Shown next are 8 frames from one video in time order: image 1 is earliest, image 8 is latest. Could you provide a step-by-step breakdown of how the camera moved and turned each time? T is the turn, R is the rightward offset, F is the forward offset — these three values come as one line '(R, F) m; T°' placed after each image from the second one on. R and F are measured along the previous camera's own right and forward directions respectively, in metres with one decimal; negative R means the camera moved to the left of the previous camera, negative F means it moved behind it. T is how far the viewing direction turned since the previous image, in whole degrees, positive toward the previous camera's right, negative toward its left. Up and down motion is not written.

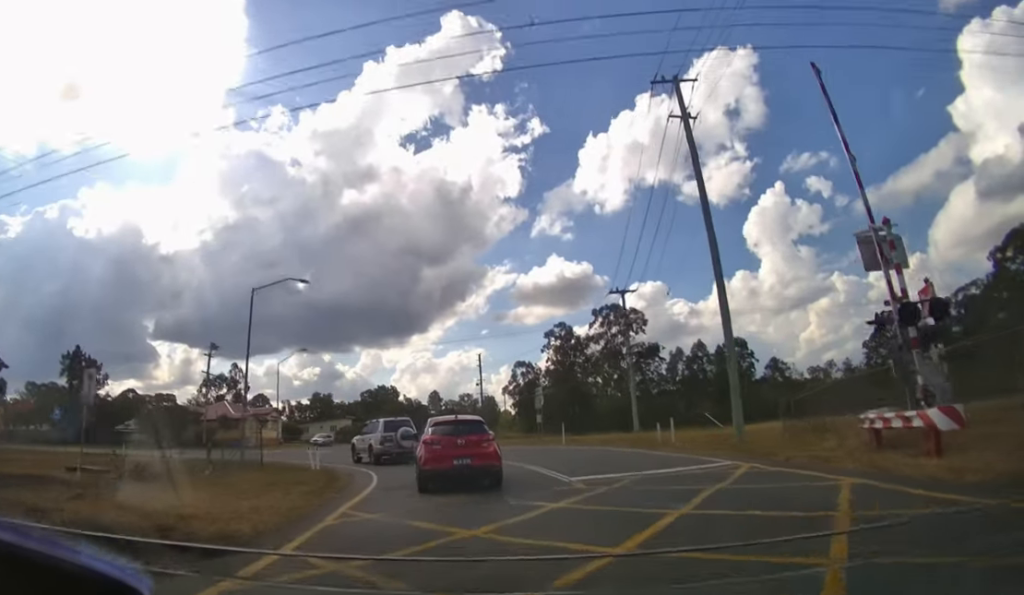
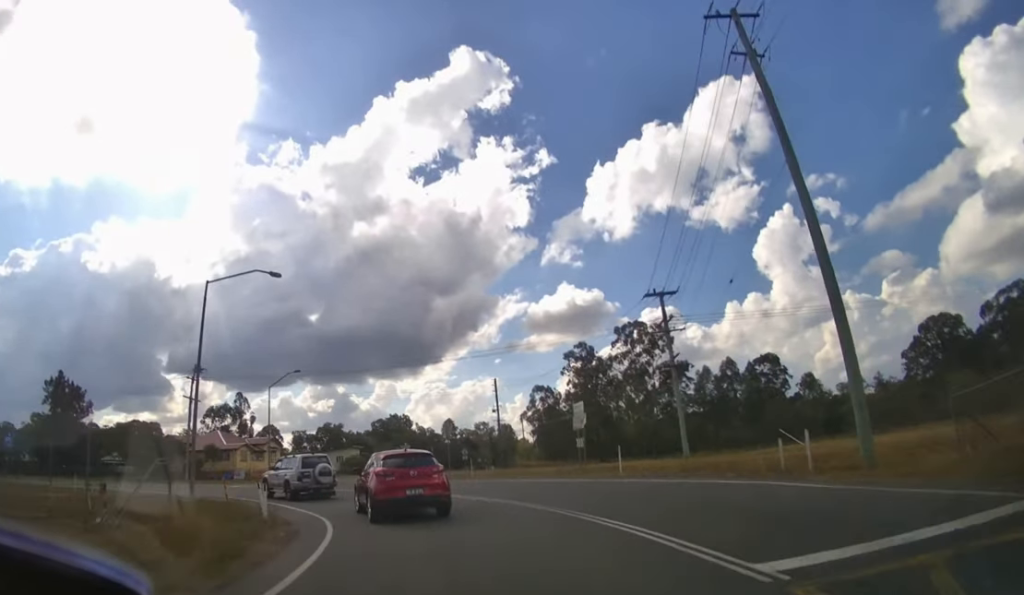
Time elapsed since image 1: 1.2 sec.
(+0.1, +7.7) m; -1°
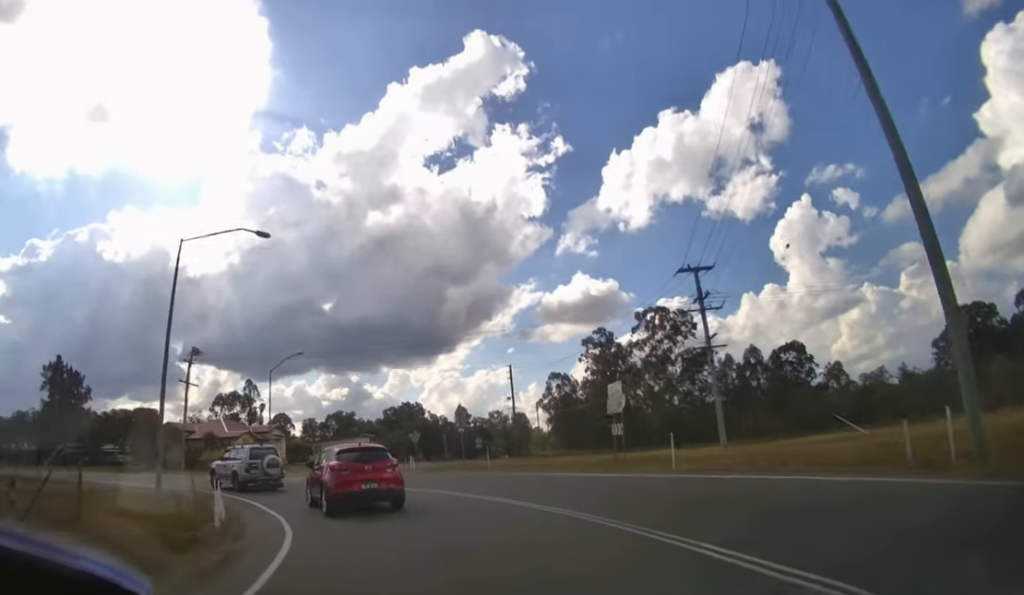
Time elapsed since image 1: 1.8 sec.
(-0.1, +4.4) m; -3°
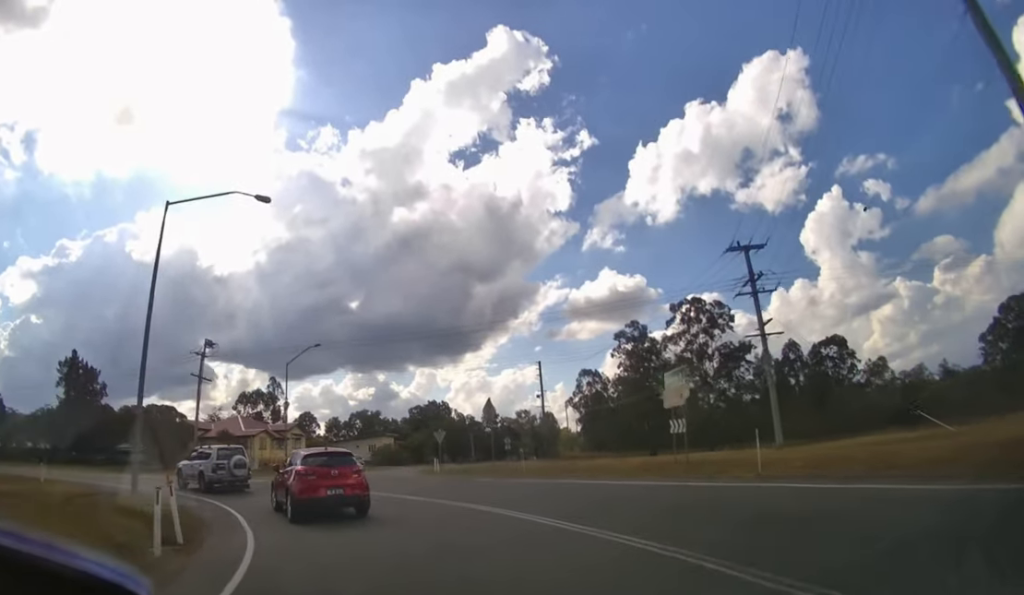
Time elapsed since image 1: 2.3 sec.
(0.0, +3.4) m; -4°
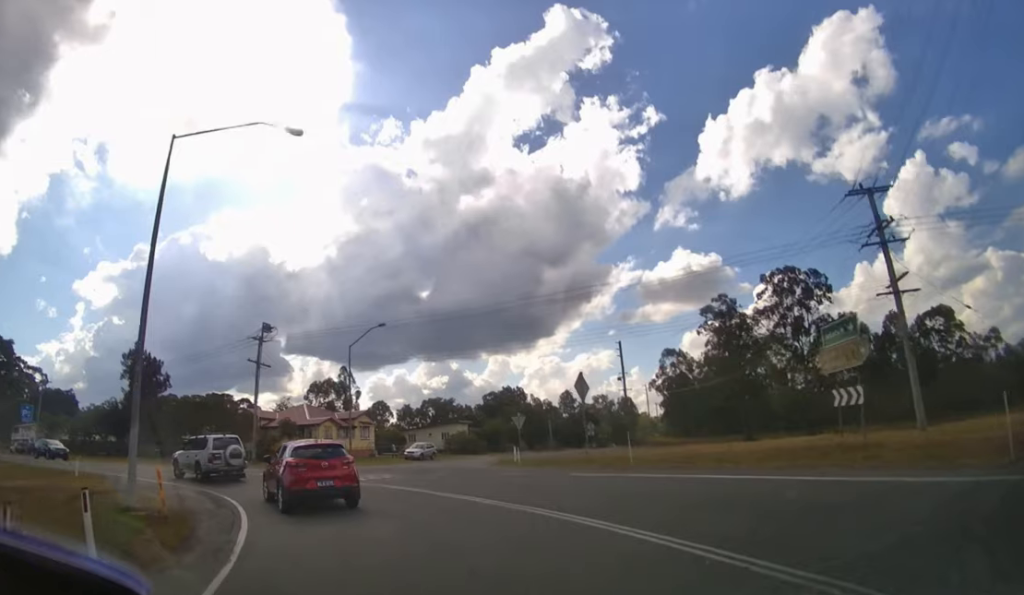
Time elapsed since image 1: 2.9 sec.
(-0.3, +4.6) m; -8°
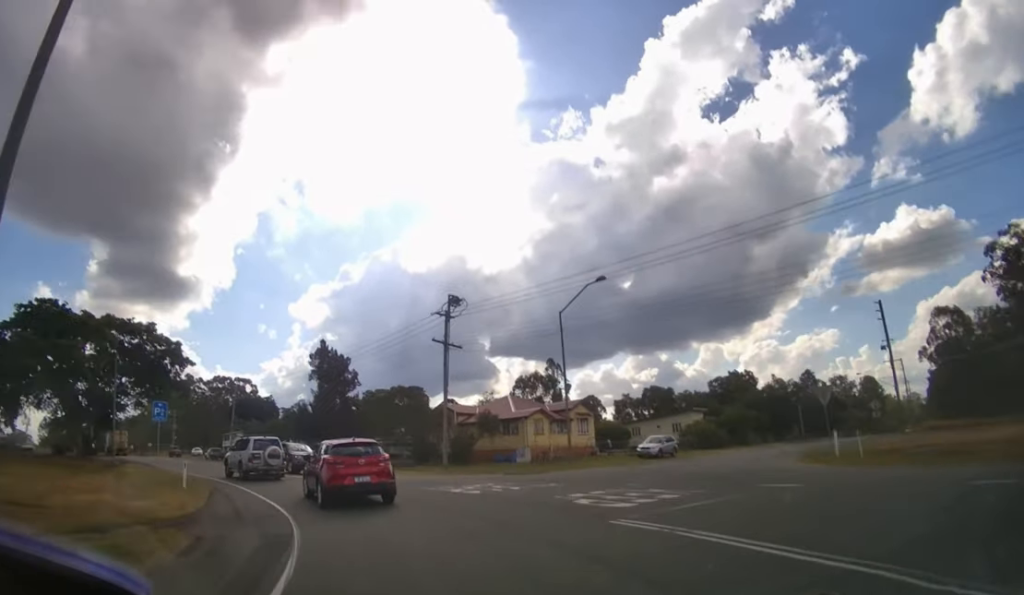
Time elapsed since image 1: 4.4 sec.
(-2.0, +10.2) m; -24°
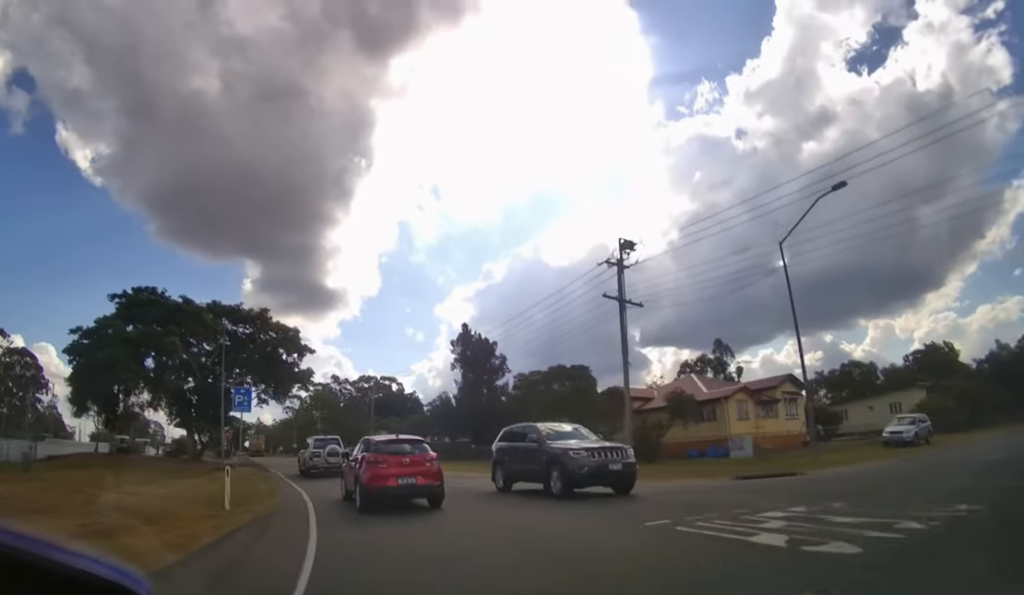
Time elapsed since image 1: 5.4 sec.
(-1.1, +7.7) m; -15°
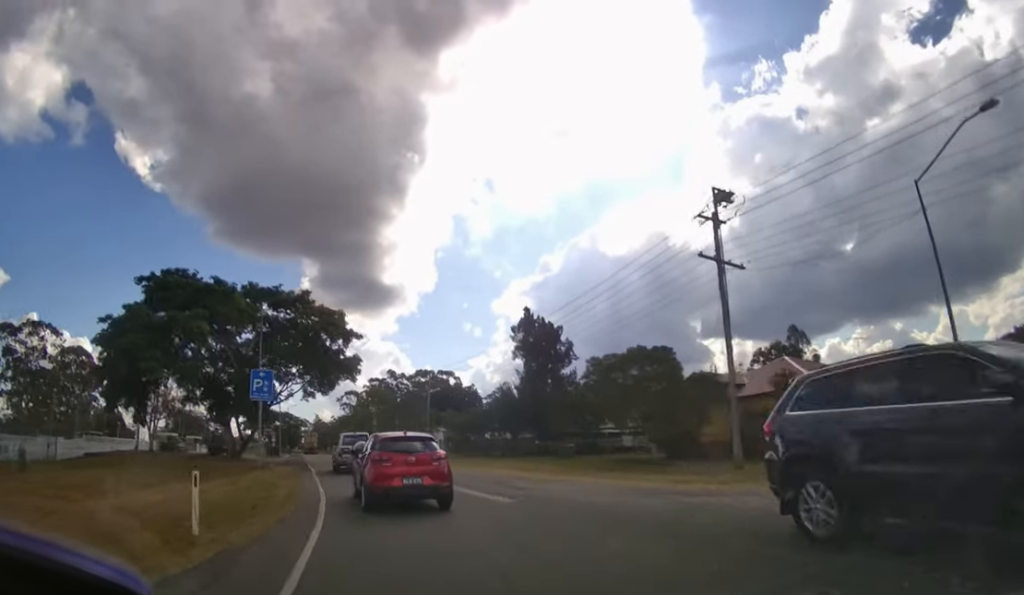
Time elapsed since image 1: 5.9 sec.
(-0.4, +3.9) m; -6°
